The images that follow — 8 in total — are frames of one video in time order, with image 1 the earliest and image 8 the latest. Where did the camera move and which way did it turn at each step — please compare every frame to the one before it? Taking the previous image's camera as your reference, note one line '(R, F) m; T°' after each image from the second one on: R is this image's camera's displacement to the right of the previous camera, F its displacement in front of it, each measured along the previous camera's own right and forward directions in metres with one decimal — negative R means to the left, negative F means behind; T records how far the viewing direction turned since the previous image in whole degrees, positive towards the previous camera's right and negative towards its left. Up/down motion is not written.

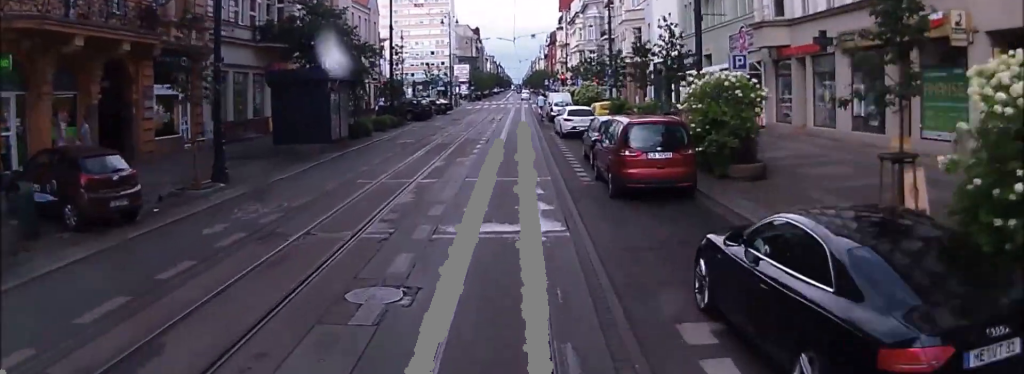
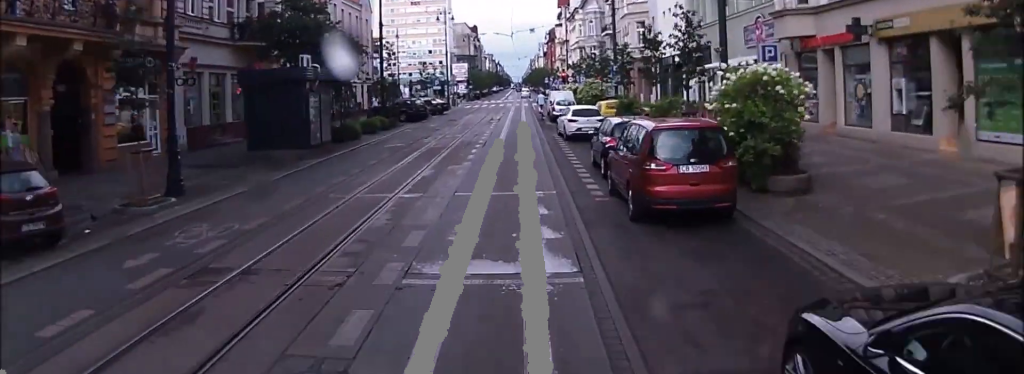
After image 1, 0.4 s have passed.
(+0.1, +2.8) m; +1°
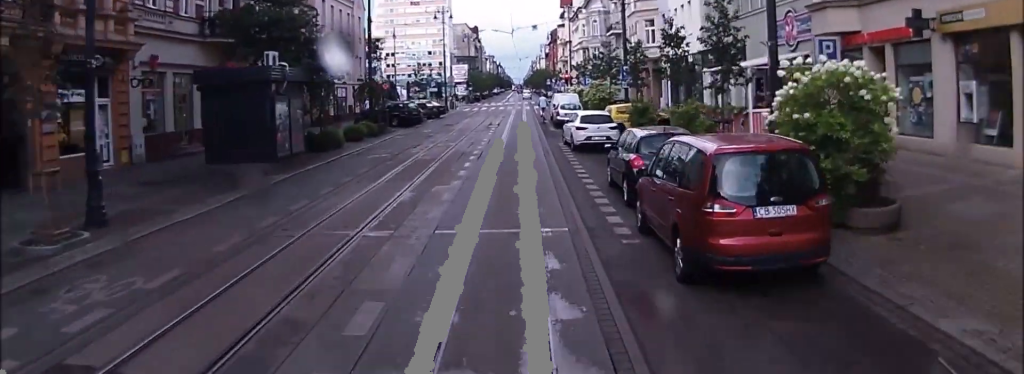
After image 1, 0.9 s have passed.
(0.0, +3.7) m; -1°
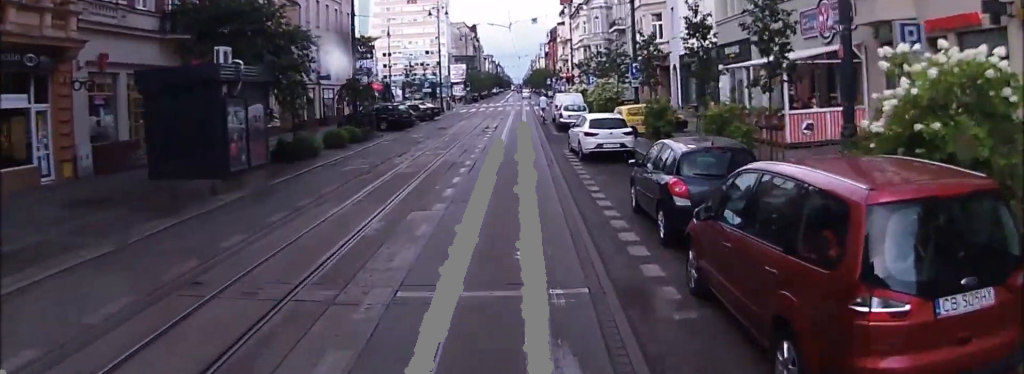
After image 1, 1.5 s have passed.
(+0.1, +3.7) m; -1°
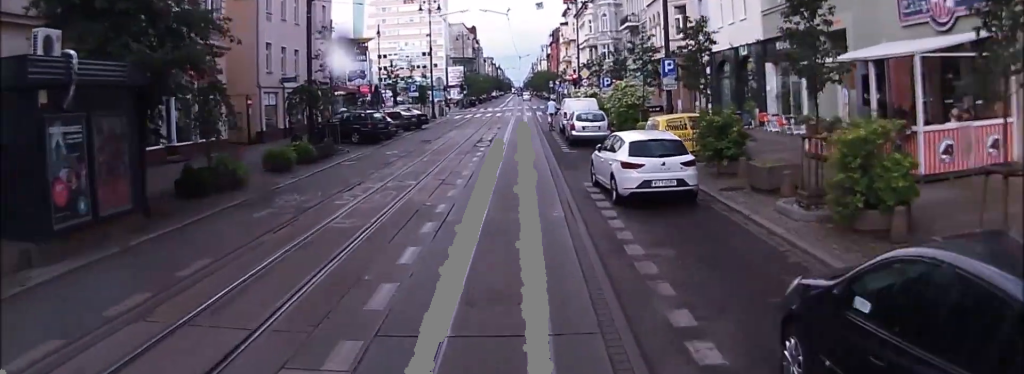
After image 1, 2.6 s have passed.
(-0.2, +8.0) m; +2°
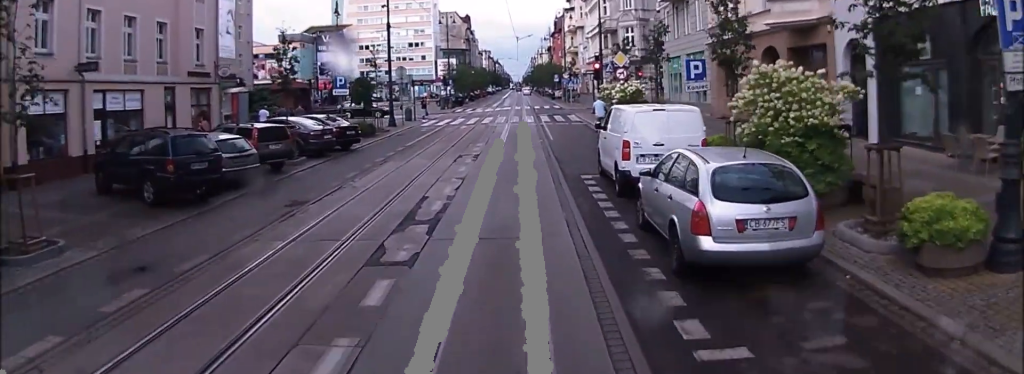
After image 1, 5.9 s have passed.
(+0.5, +22.2) m; +2°
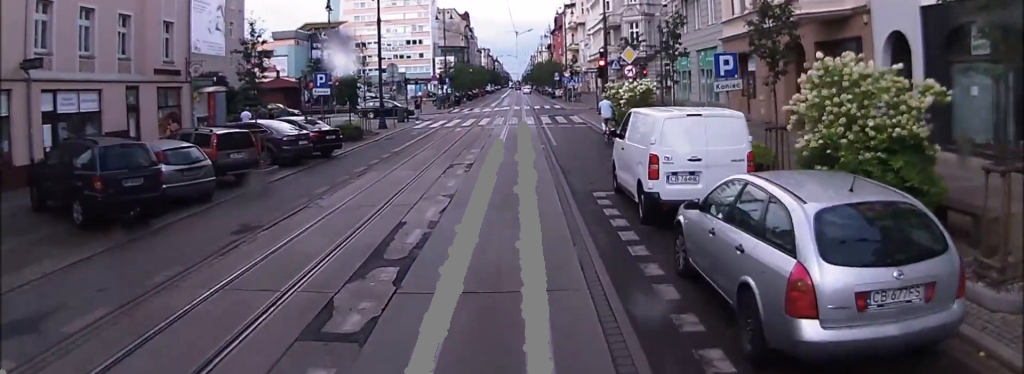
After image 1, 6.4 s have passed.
(-0.1, +3.3) m; 0°
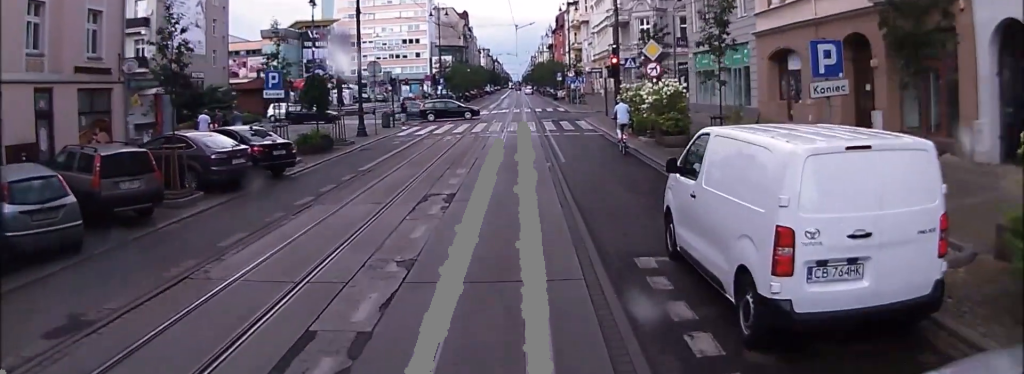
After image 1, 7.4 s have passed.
(+0.3, +6.0) m; +1°
